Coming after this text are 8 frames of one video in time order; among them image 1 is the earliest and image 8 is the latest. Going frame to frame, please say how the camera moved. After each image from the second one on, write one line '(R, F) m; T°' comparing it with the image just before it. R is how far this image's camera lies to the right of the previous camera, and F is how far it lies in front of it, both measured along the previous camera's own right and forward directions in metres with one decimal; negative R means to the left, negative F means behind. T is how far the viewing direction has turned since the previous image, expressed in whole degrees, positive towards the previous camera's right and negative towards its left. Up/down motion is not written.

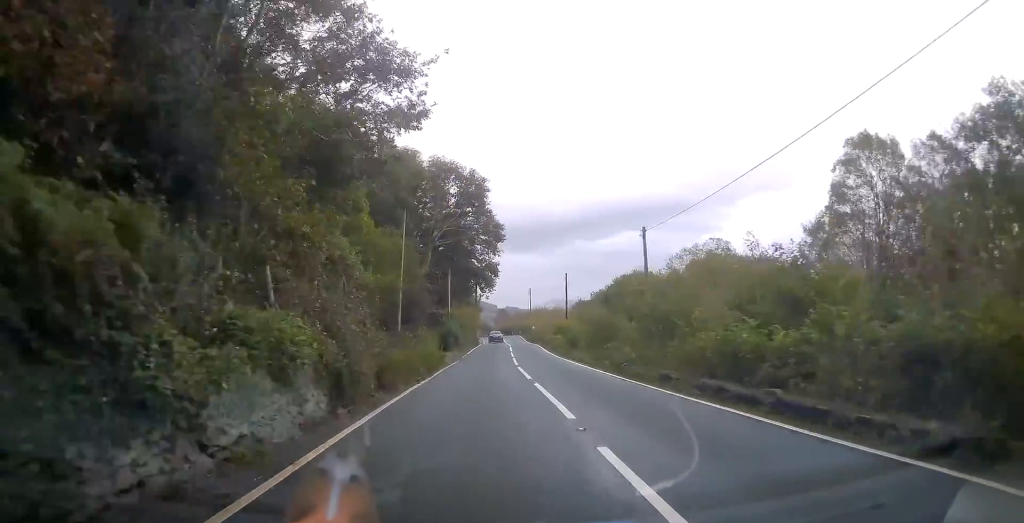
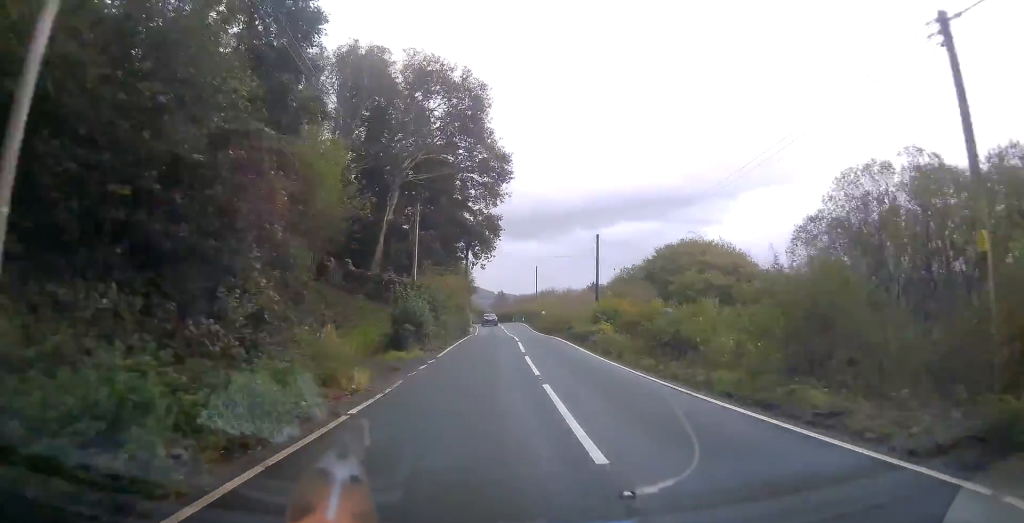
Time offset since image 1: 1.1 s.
(-0.5, +21.0) m; -1°
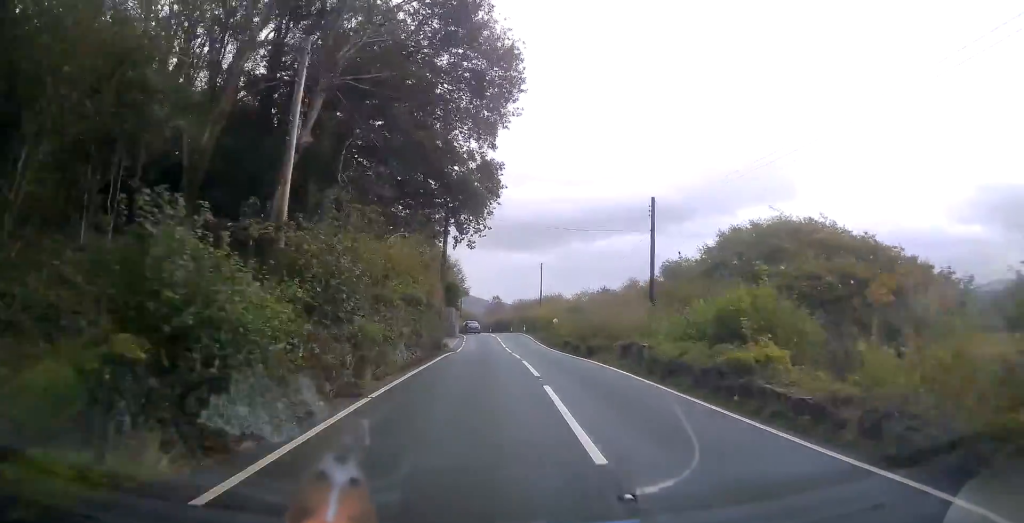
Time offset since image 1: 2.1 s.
(0.0, +17.7) m; 0°
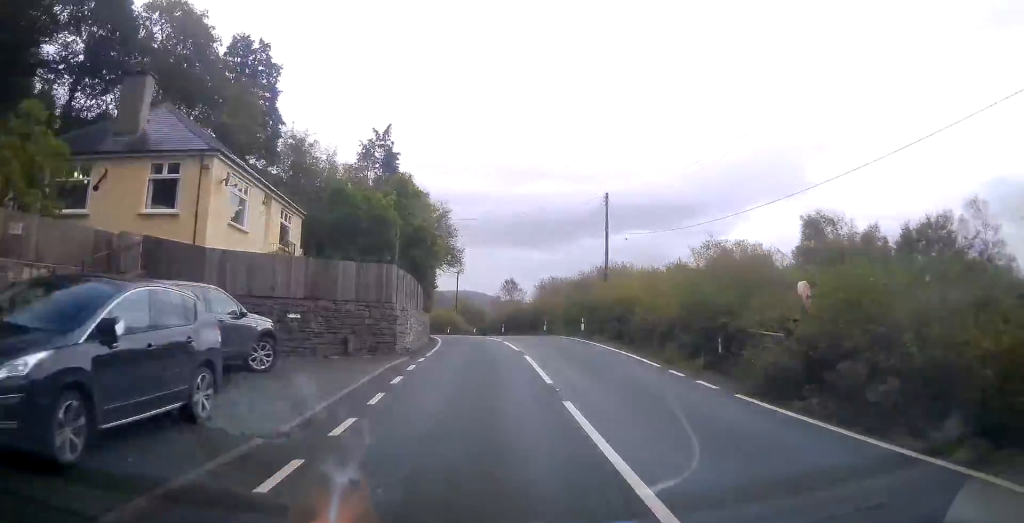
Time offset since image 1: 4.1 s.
(-0.1, +39.1) m; -1°
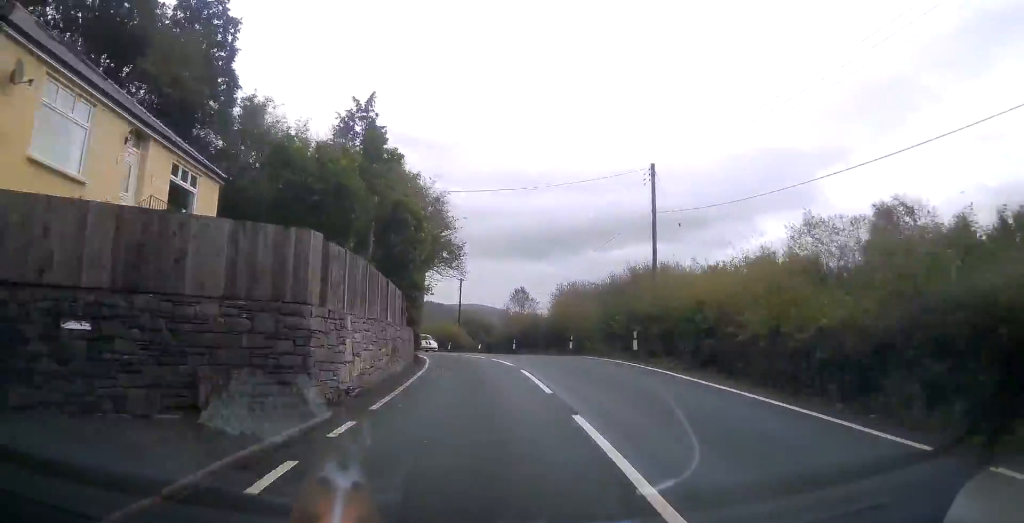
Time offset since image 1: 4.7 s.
(0.0, +9.6) m; -1°
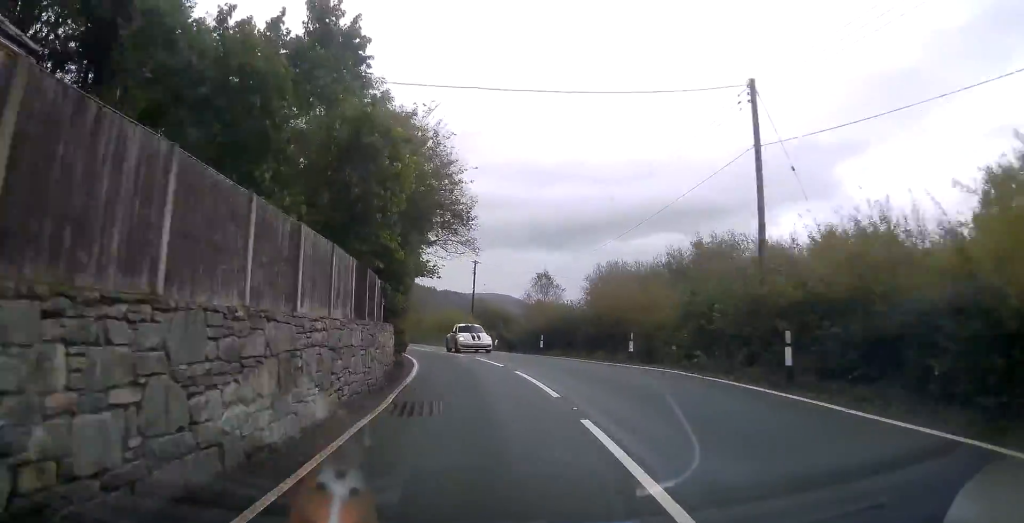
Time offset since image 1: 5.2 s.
(-0.1, +9.7) m; -2°
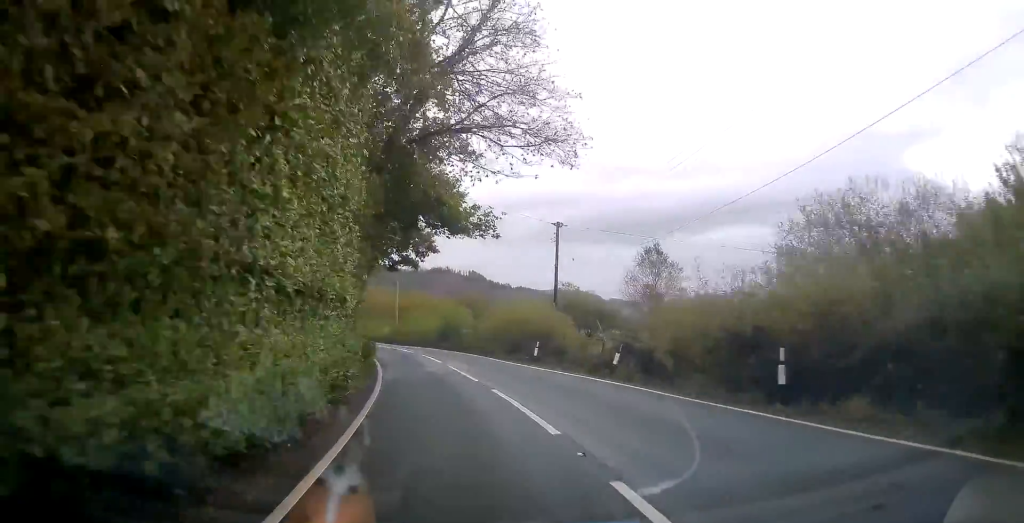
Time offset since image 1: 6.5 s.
(-0.9, +20.0) m; -7°
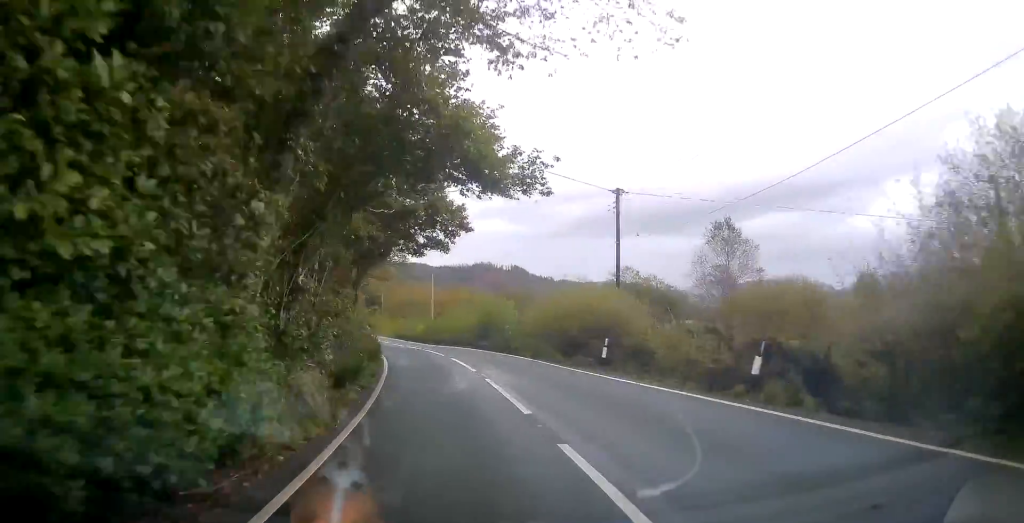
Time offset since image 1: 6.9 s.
(+0.2, +6.8) m; -3°
